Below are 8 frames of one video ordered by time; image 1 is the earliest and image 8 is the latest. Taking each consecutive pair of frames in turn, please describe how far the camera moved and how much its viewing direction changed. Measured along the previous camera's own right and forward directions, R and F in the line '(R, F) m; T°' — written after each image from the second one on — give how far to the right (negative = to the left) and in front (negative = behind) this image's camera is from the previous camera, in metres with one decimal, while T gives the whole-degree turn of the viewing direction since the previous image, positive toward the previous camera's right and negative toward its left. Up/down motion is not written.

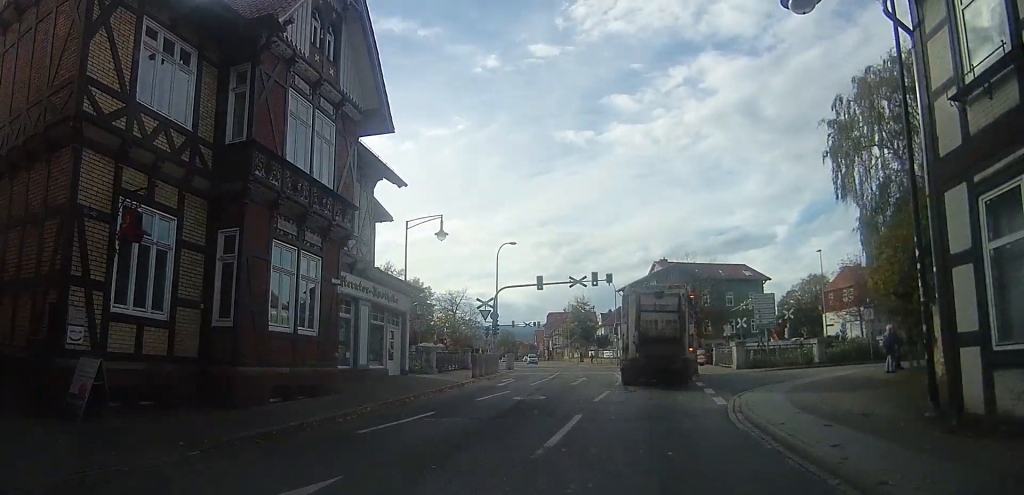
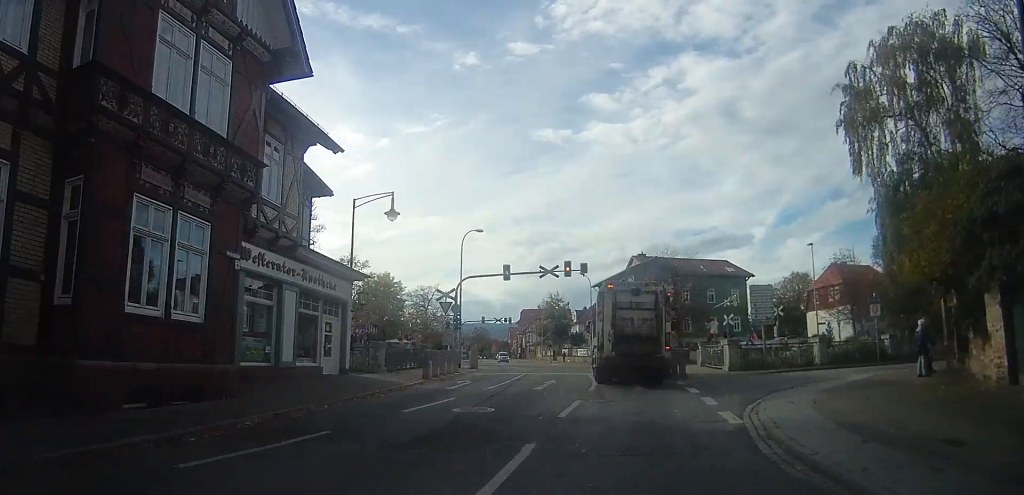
(-0.1, +3.6) m; 0°
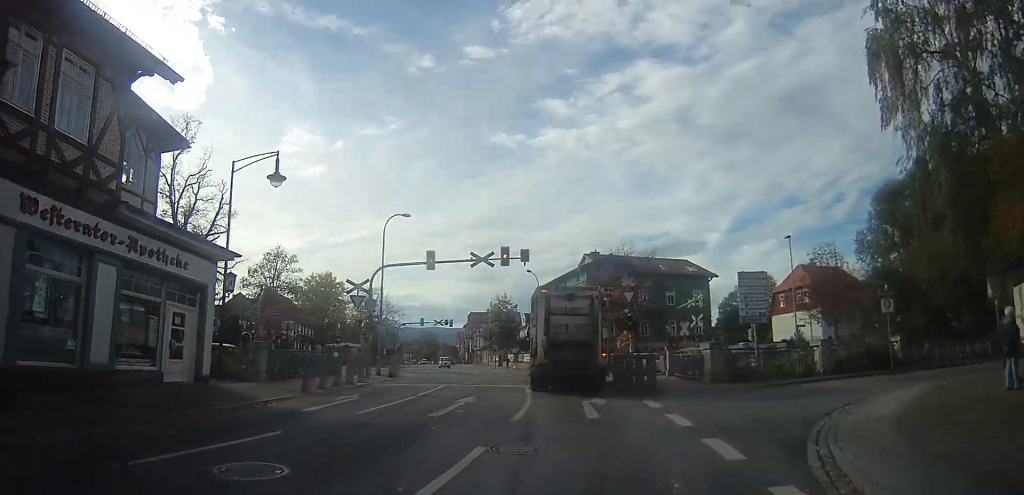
(+0.7, +5.8) m; +4°
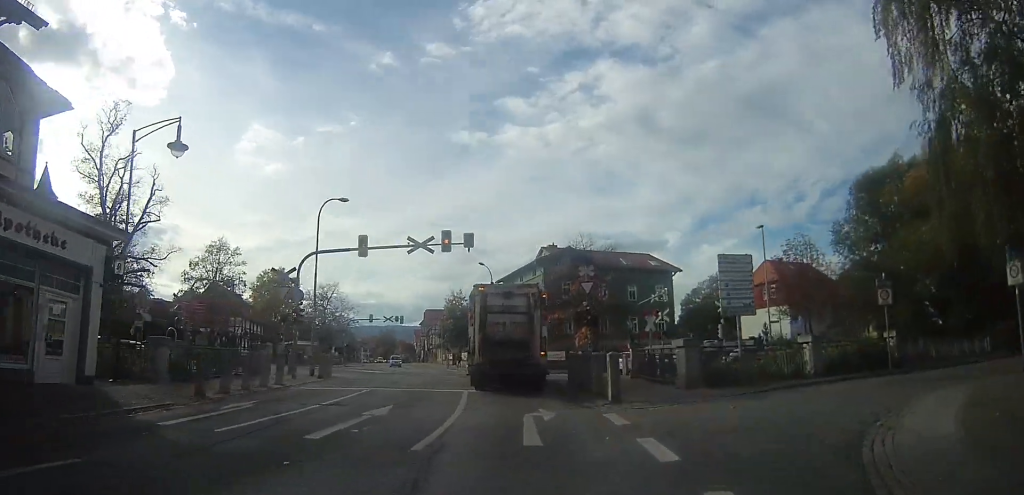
(-0.9, +3.1) m; +8°
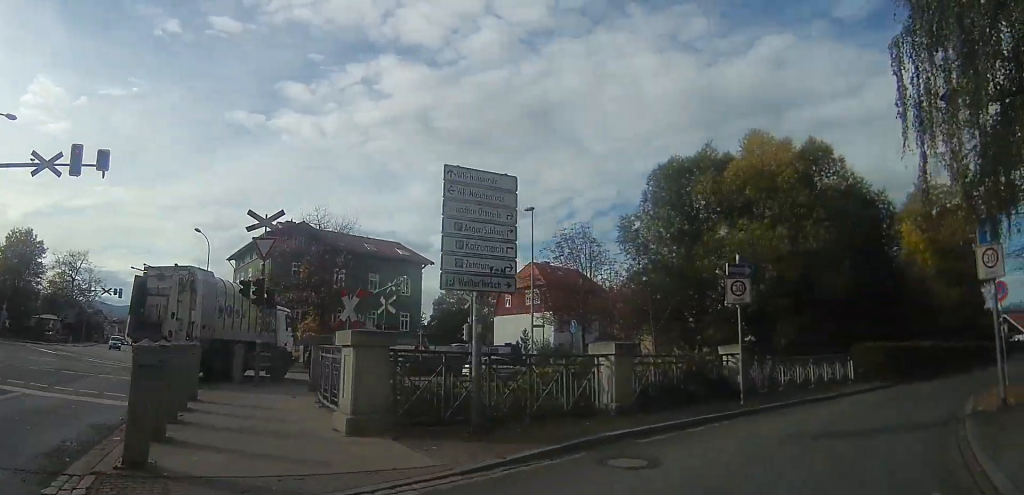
(+2.7, +8.0) m; +24°
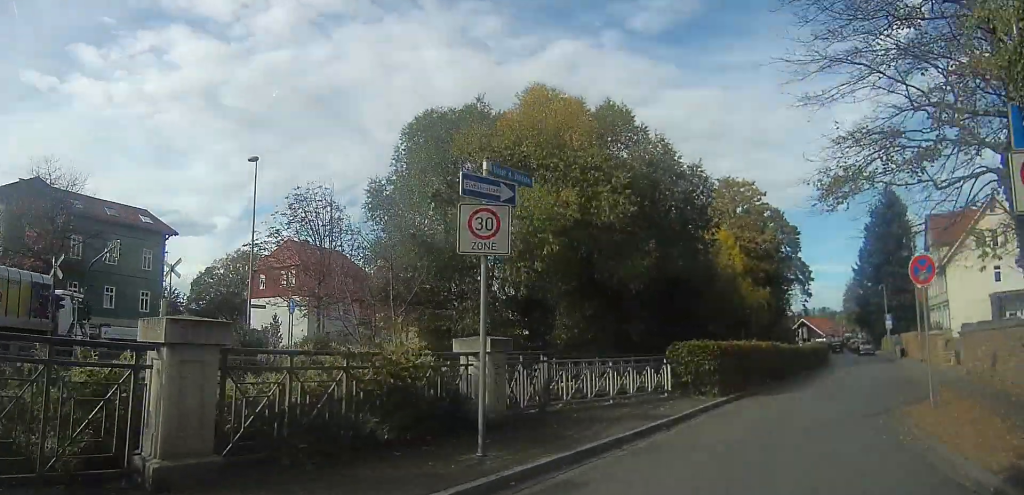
(+0.6, +5.6) m; +30°
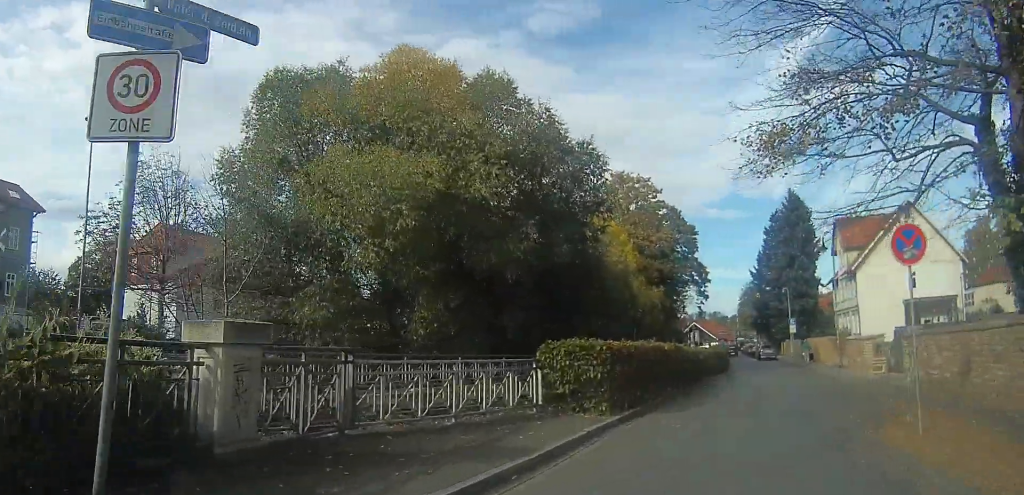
(+1.1, +3.3) m; +18°
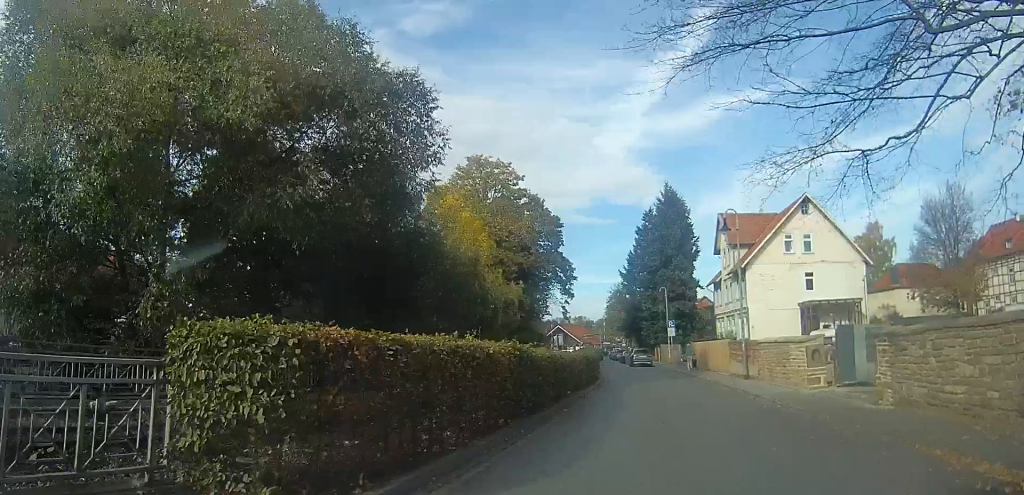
(0.0, +5.9) m; 0°
